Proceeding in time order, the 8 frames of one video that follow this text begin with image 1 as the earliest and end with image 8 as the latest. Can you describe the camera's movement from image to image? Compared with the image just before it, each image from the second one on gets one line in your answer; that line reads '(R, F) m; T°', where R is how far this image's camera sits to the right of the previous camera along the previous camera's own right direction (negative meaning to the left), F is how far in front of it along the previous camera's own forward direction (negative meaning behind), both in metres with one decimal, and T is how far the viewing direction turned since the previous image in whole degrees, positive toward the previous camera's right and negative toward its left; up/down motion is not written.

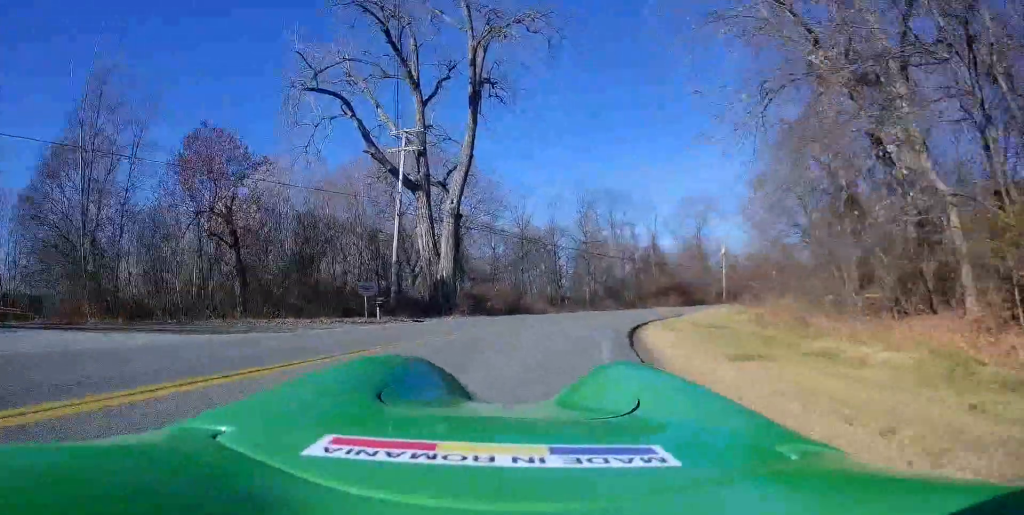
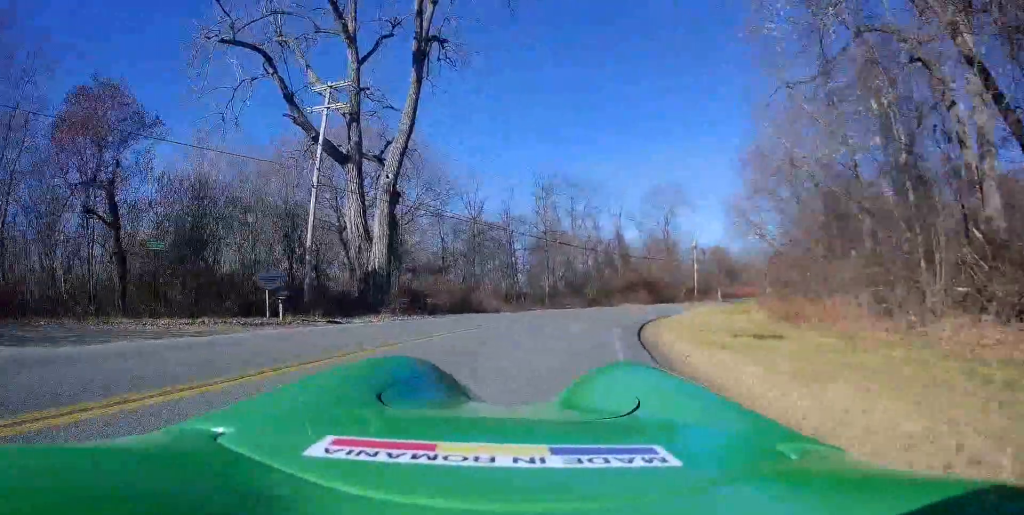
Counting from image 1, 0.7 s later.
(+0.1, +7.0) m; +10°
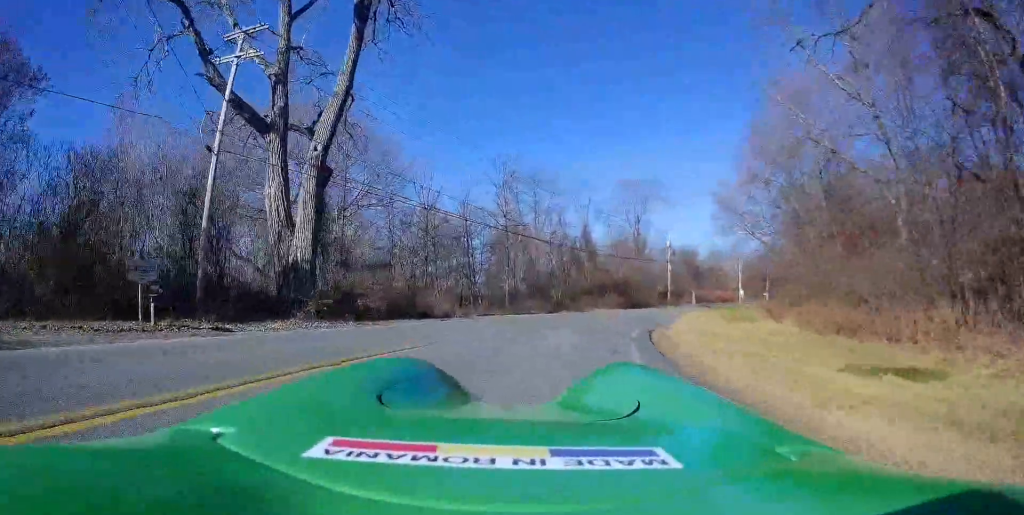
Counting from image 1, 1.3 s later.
(+1.2, +6.3) m; +8°
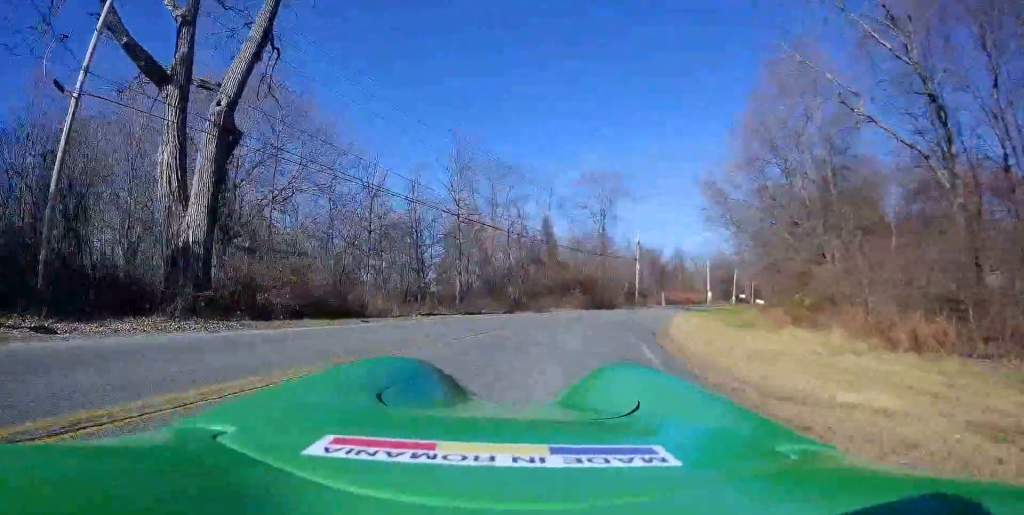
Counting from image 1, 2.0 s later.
(+0.3, +6.4) m; +3°
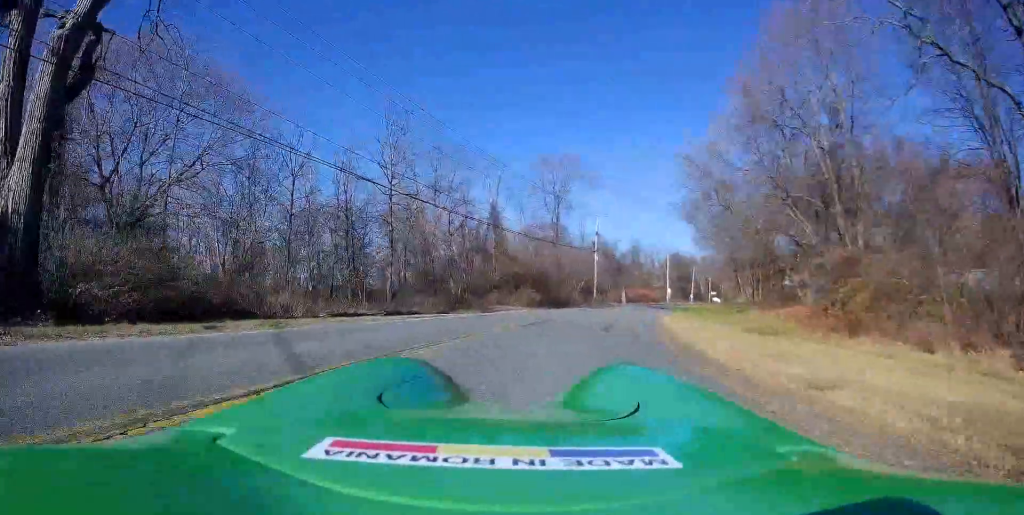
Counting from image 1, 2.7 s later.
(0.0, +7.6) m; +1°
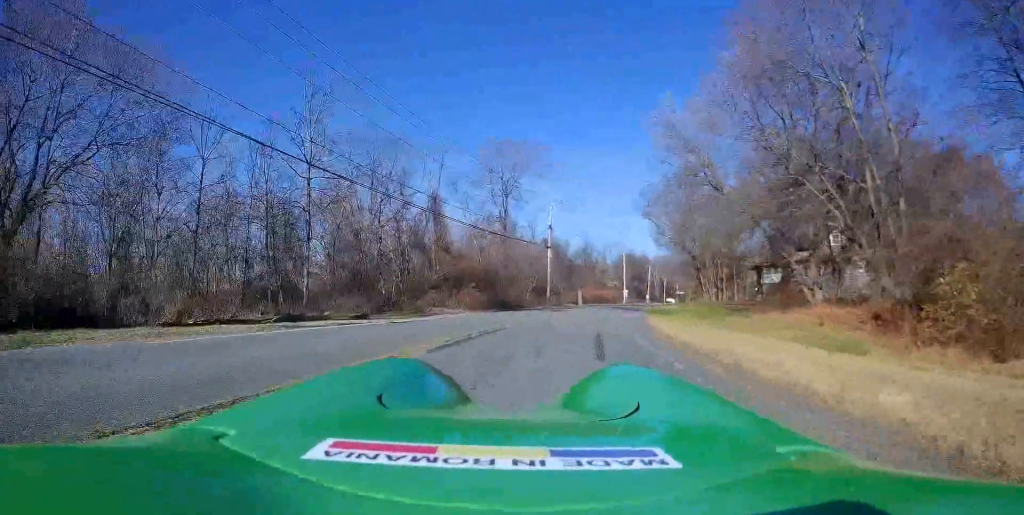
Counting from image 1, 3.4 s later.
(+0.1, +7.0) m; +3°
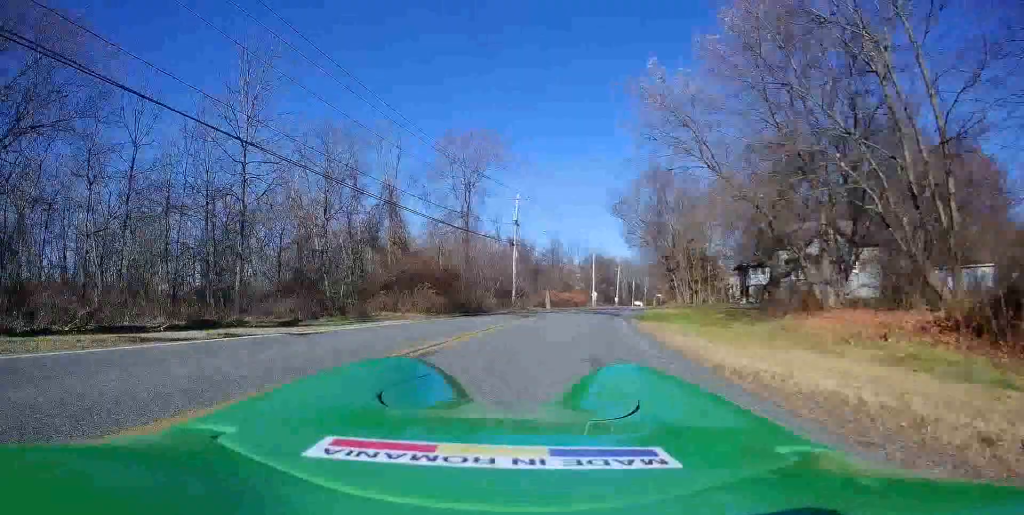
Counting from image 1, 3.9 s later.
(+0.1, +4.6) m; +2°
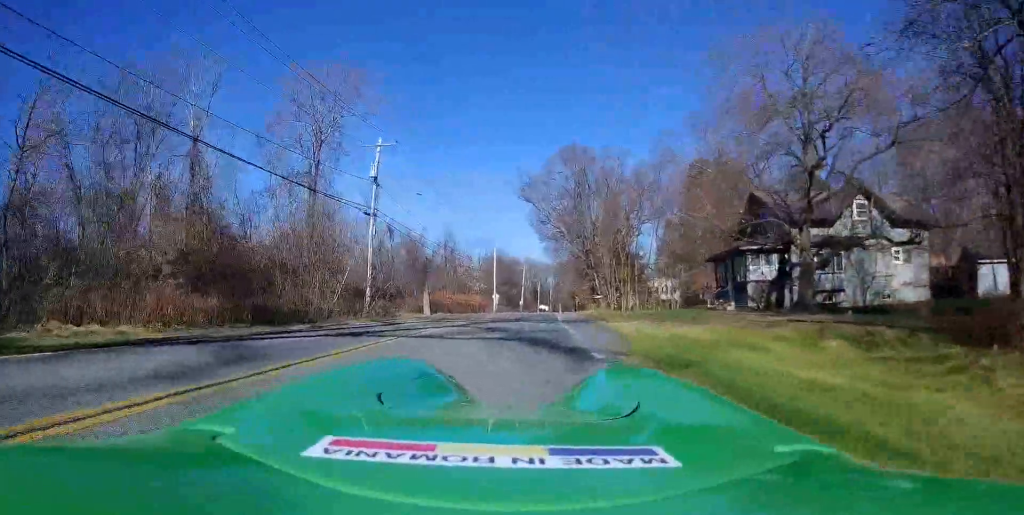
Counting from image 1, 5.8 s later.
(+1.2, +19.3) m; +3°
